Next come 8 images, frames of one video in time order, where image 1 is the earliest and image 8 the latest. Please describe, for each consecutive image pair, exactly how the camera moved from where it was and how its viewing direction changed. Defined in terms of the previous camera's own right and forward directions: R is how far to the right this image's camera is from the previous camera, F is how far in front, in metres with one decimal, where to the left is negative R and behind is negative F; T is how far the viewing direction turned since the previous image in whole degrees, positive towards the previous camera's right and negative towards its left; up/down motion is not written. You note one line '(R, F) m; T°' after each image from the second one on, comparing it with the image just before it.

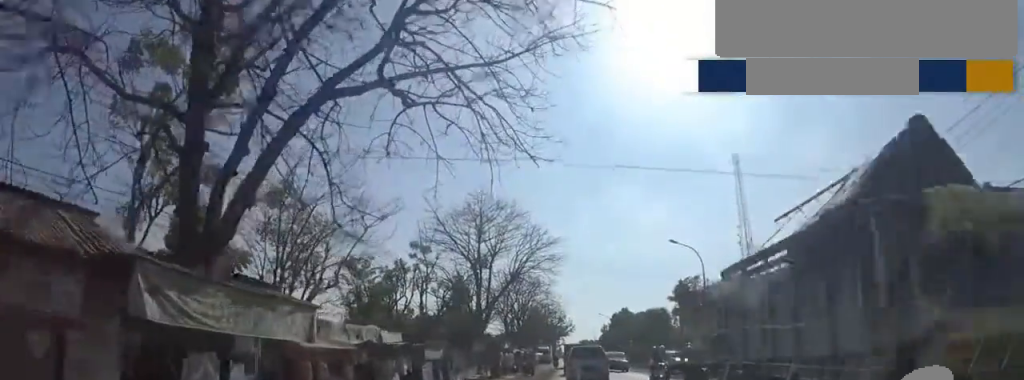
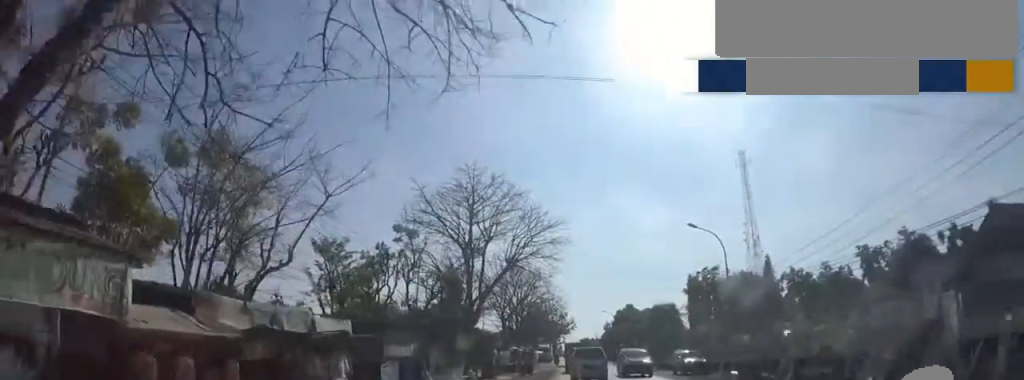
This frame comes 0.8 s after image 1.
(0.0, +3.6) m; 0°
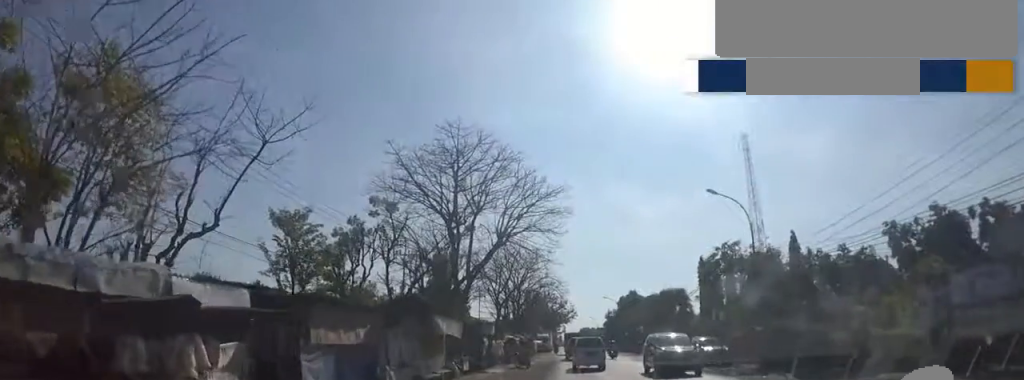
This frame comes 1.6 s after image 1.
(0.0, +3.5) m; 0°
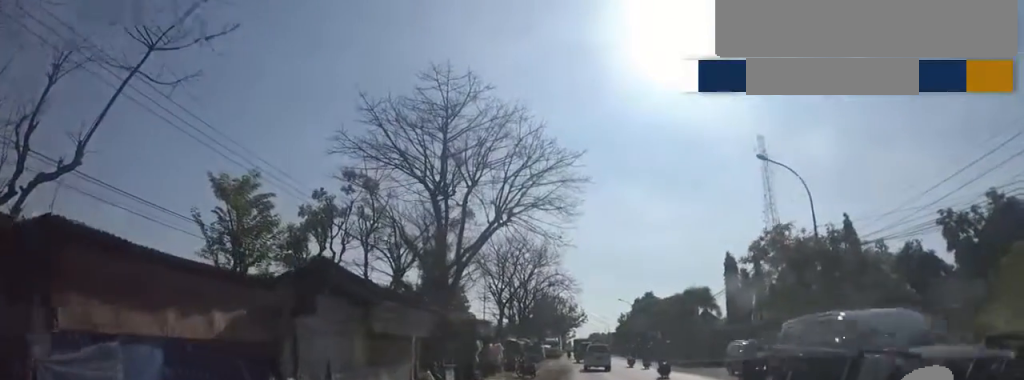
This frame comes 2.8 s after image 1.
(0.0, +4.5) m; 0°
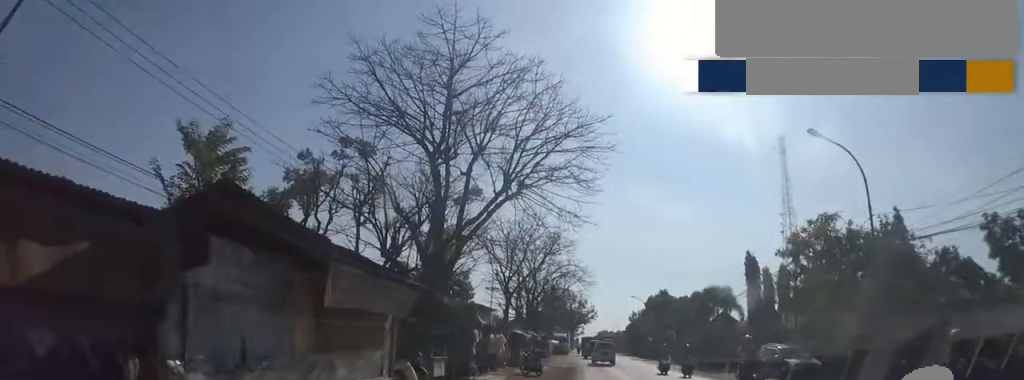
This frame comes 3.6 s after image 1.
(0.0, +2.5) m; 0°
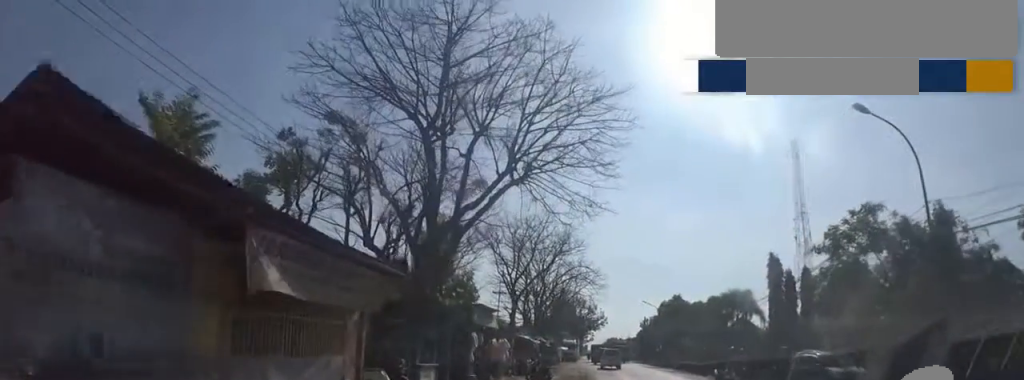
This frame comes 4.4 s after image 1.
(0.0, +2.2) m; 0°
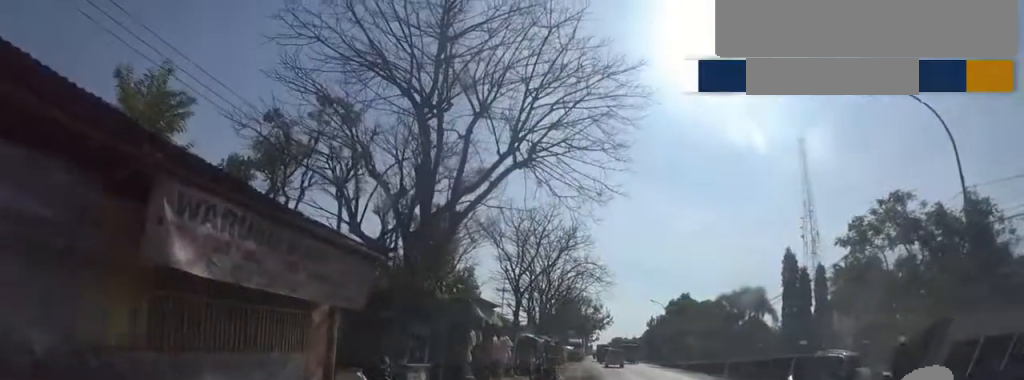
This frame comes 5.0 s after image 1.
(0.0, +1.4) m; 0°
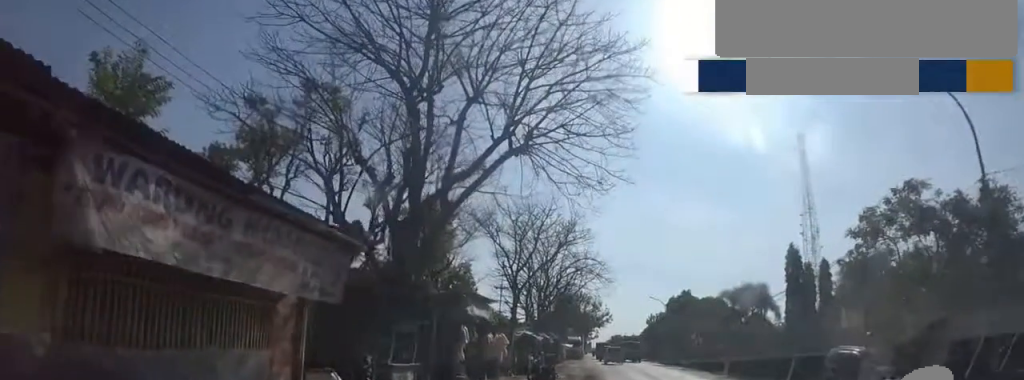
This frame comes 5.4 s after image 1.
(0.0, +1.0) m; 0°
